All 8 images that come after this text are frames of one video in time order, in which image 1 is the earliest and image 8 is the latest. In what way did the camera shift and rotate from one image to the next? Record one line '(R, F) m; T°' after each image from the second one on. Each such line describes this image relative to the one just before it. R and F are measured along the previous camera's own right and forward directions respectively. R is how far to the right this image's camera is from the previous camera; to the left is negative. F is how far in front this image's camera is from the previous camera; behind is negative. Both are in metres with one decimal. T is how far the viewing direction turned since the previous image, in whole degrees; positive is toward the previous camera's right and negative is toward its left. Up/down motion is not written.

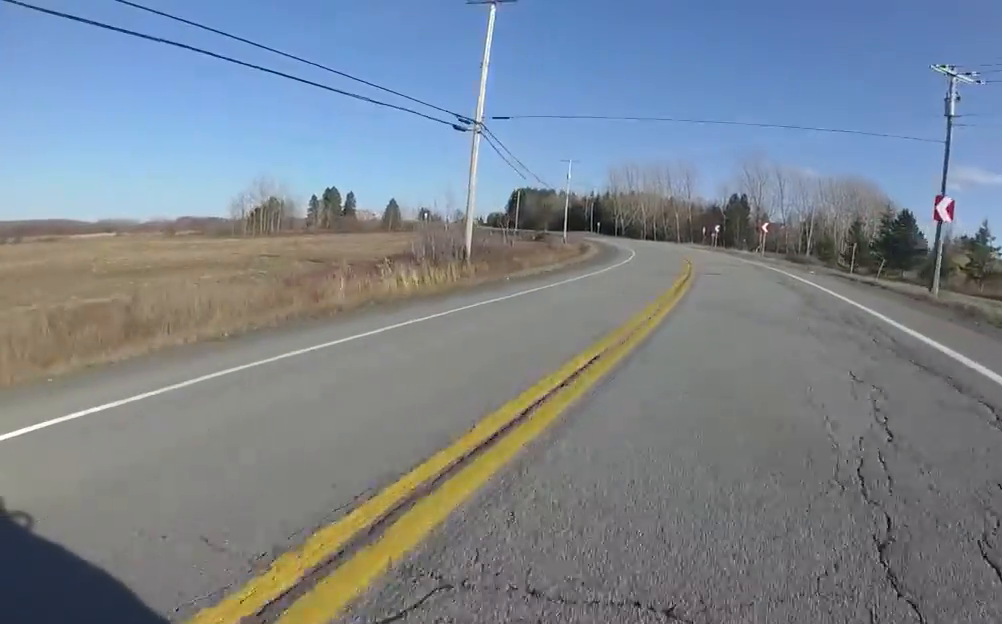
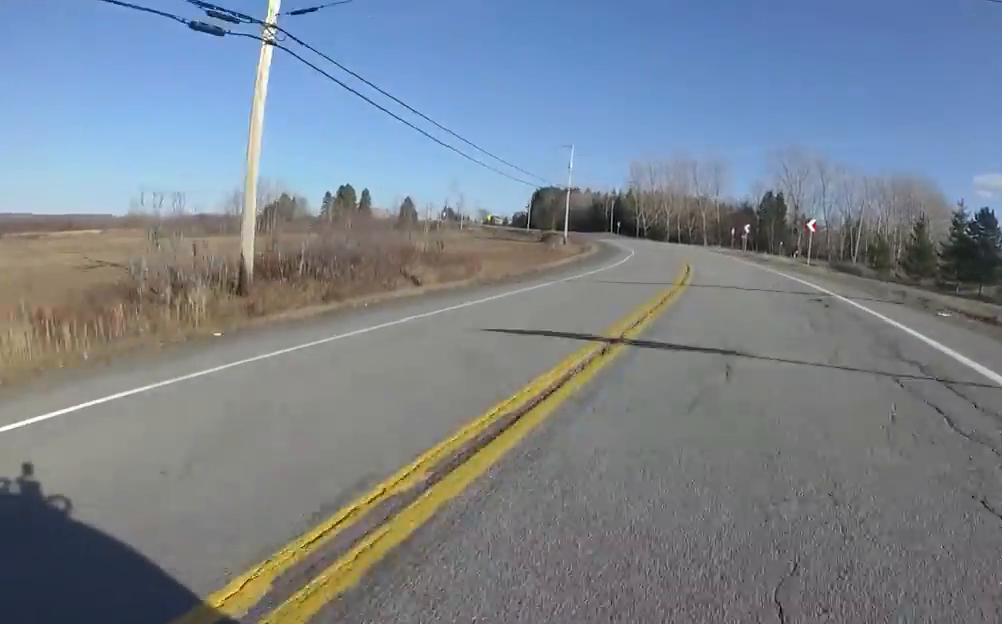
(-0.4, +13.4) m; -7°
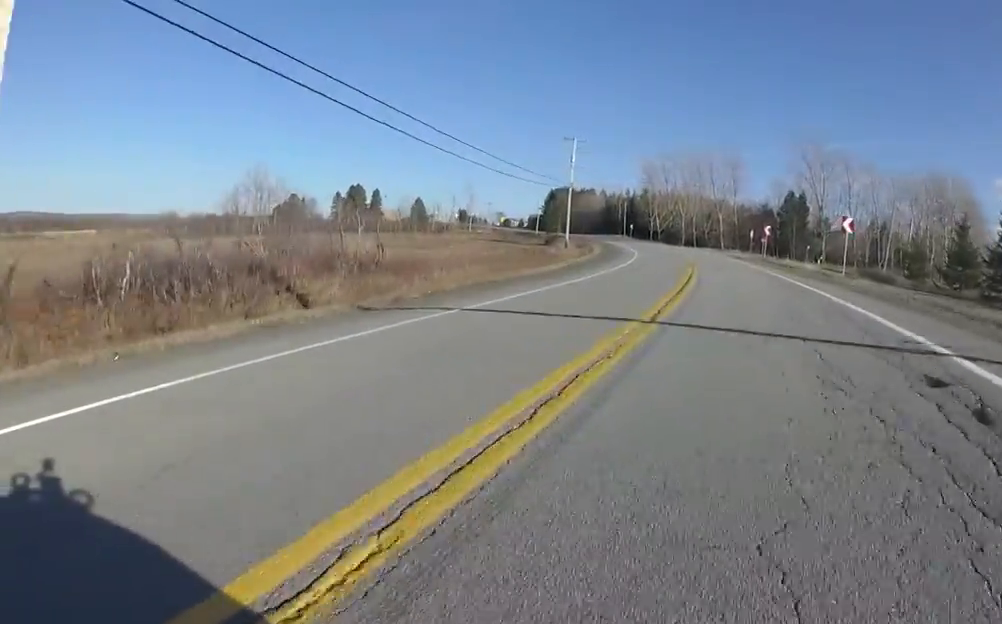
(-1.0, +6.4) m; -1°
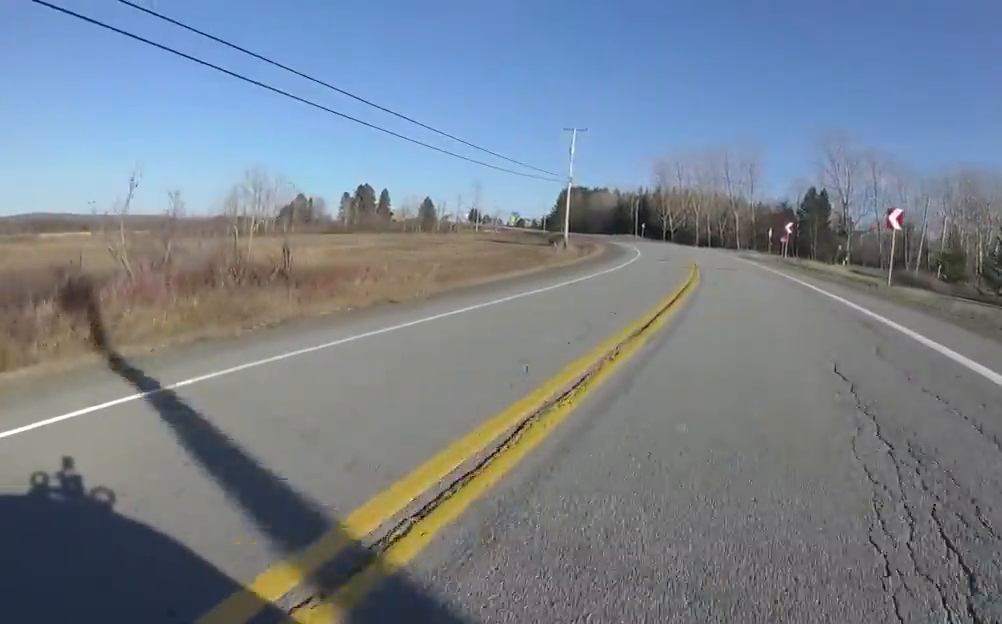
(+0.4, +6.0) m; 0°
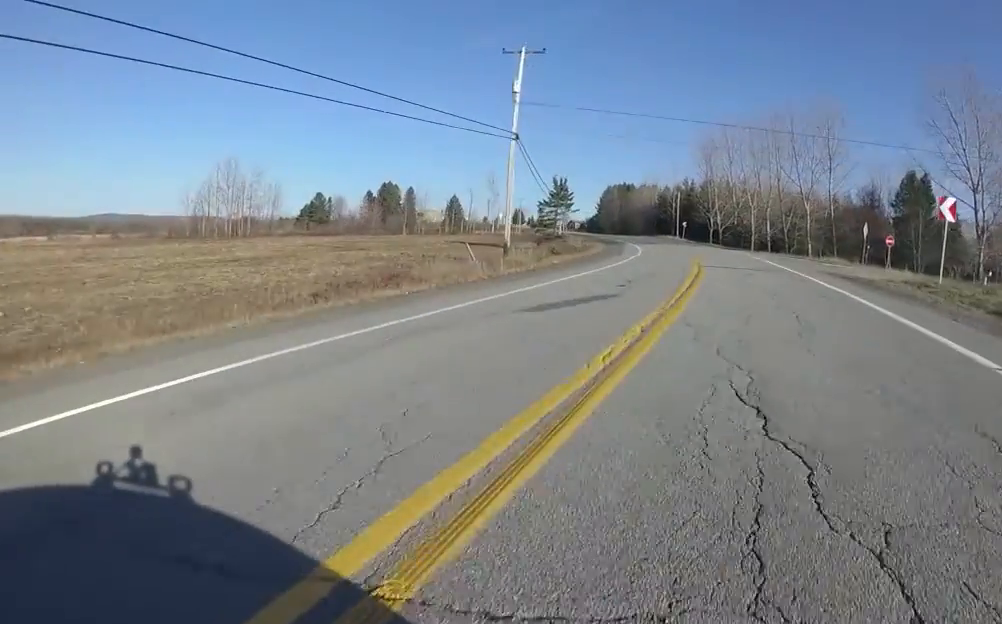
(-1.6, +25.0) m; -8°
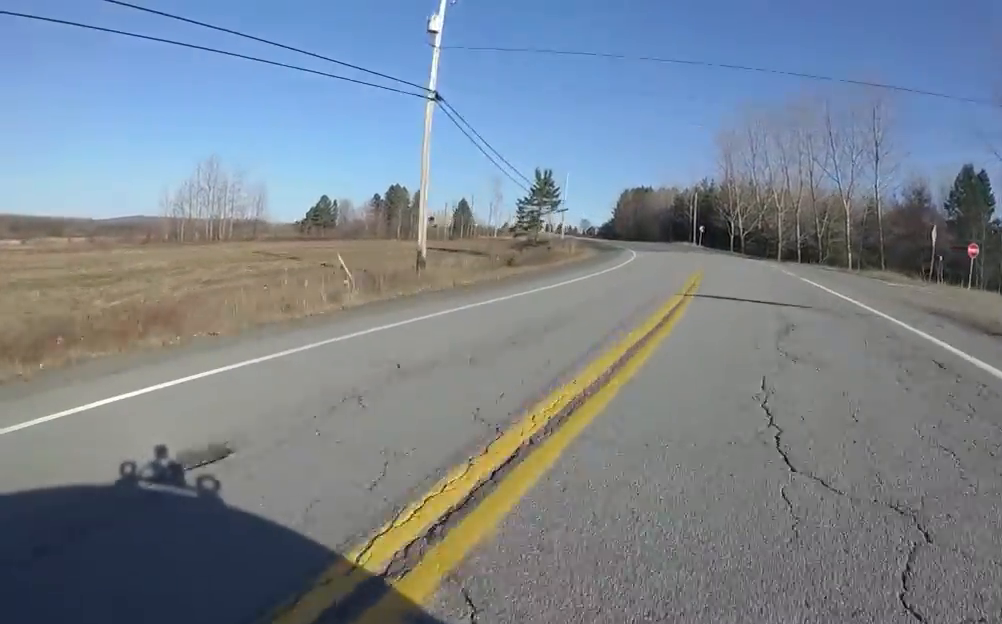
(0.0, +10.7) m; -3°
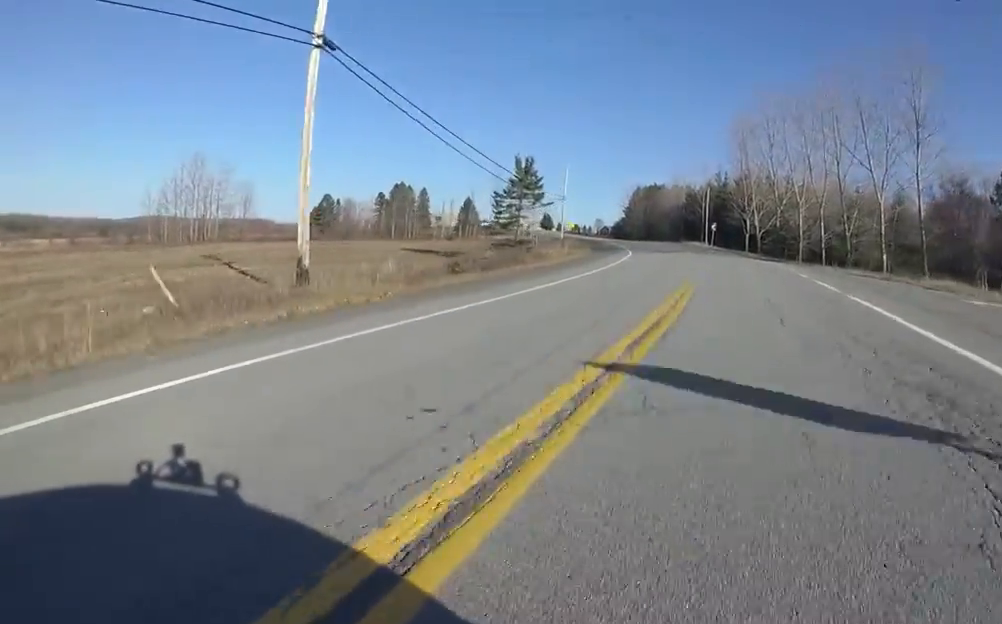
(-0.3, +6.8) m; -3°
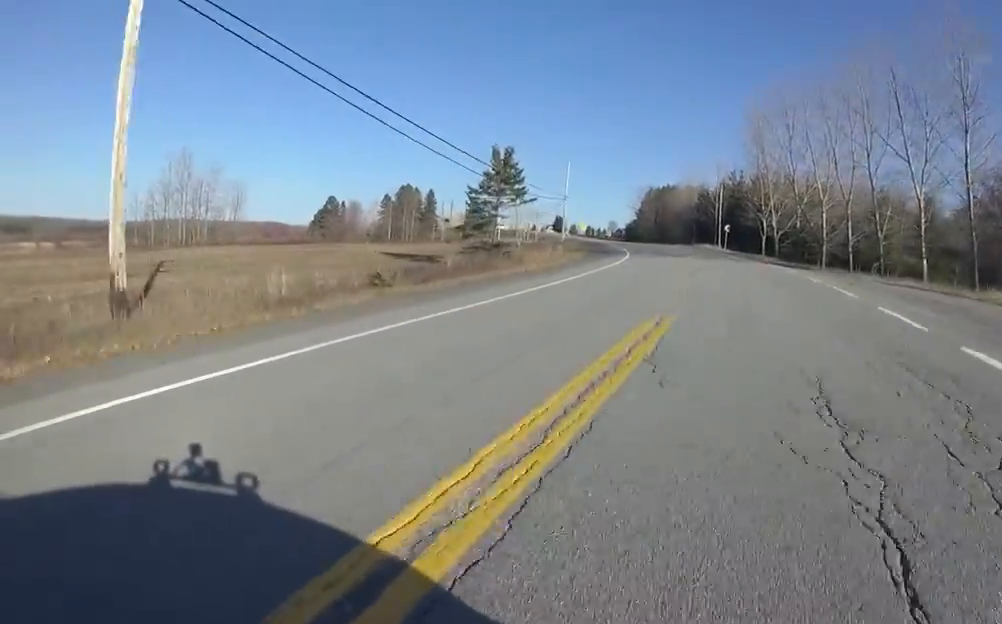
(-0.2, +5.7) m; -3°
